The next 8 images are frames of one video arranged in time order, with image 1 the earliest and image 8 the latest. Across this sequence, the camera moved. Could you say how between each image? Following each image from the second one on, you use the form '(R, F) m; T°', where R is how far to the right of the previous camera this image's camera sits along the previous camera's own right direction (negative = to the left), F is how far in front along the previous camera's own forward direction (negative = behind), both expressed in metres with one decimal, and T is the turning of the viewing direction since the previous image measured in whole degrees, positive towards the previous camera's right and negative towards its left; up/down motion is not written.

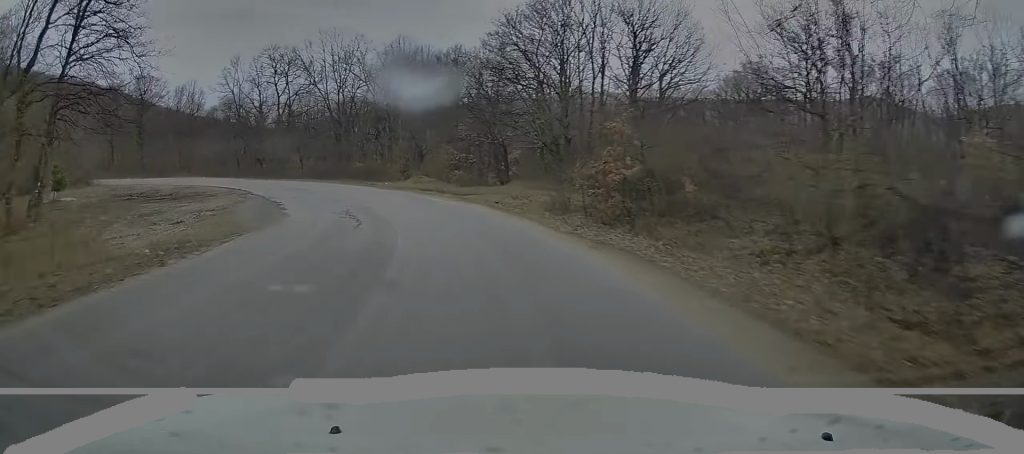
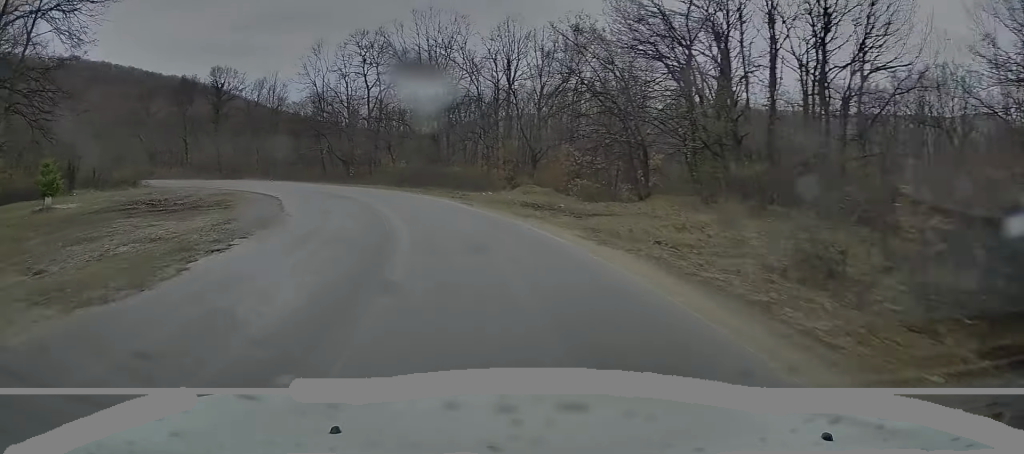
(-1.3, +12.1) m; -11°
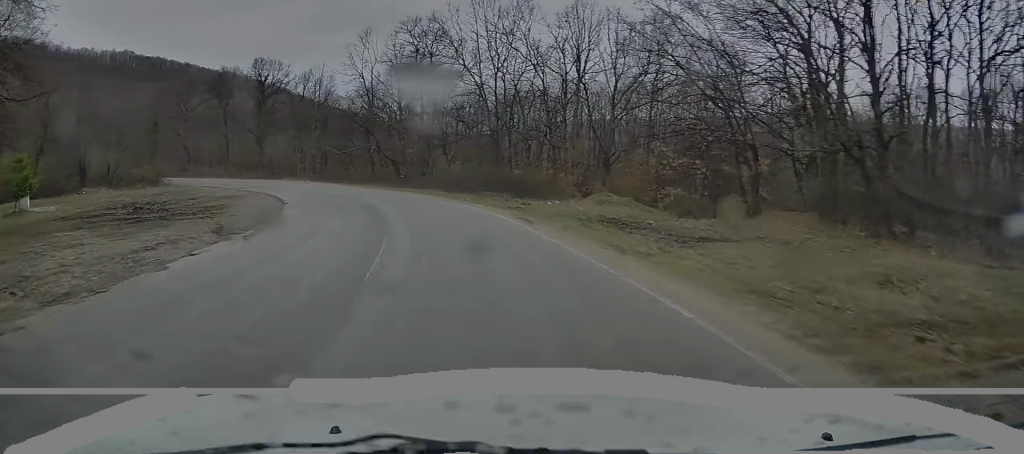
(-0.4, +6.9) m; -5°
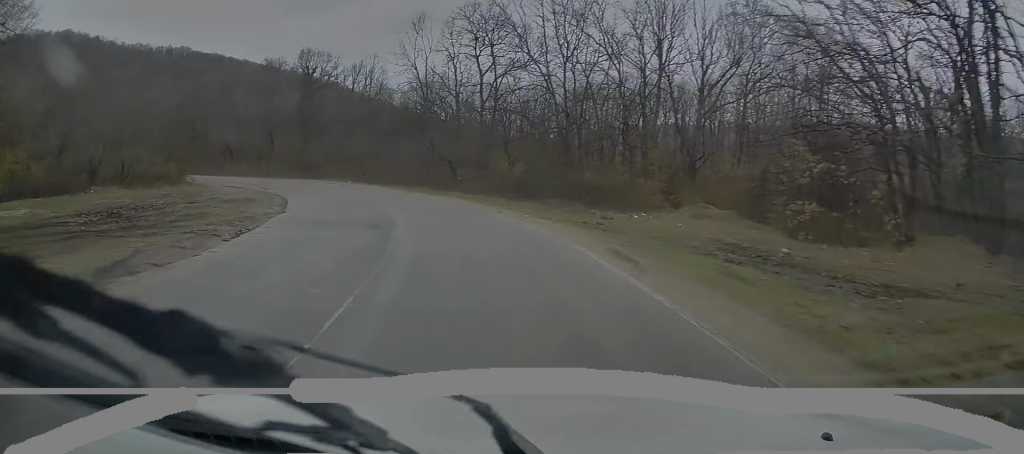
(+0.1, +6.7) m; -5°
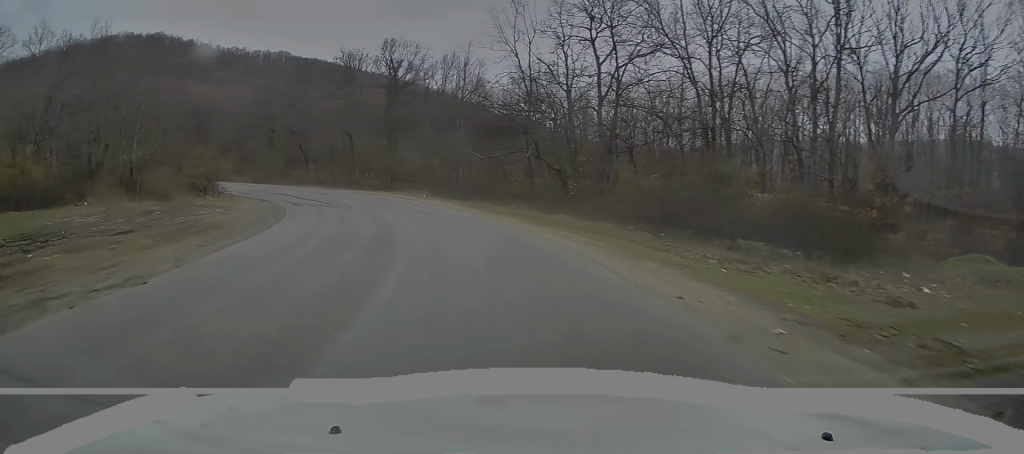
(-1.1, +11.6) m; -11°
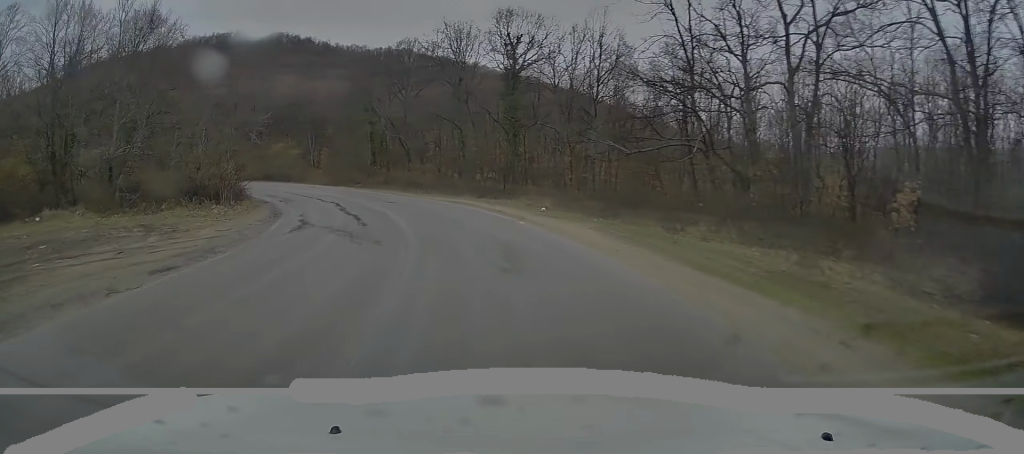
(-1.4, +12.5) m; -12°
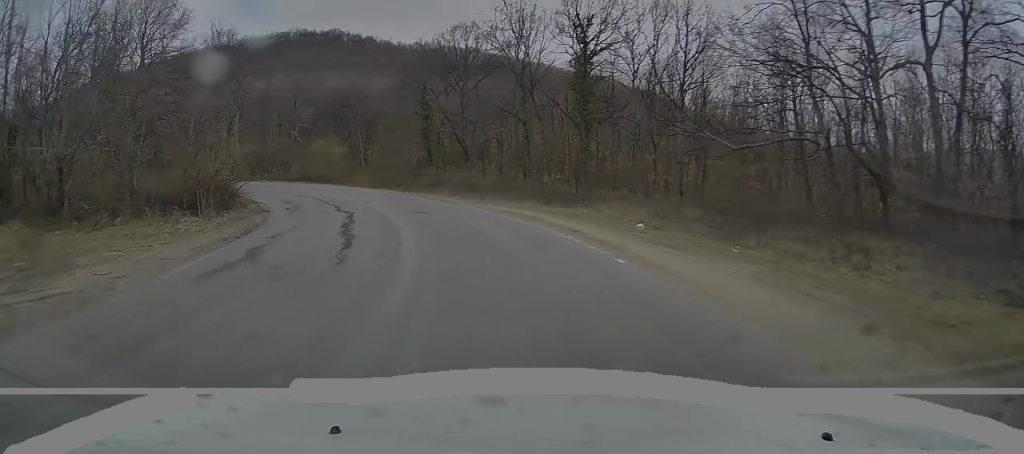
(-0.6, +6.8) m; -6°
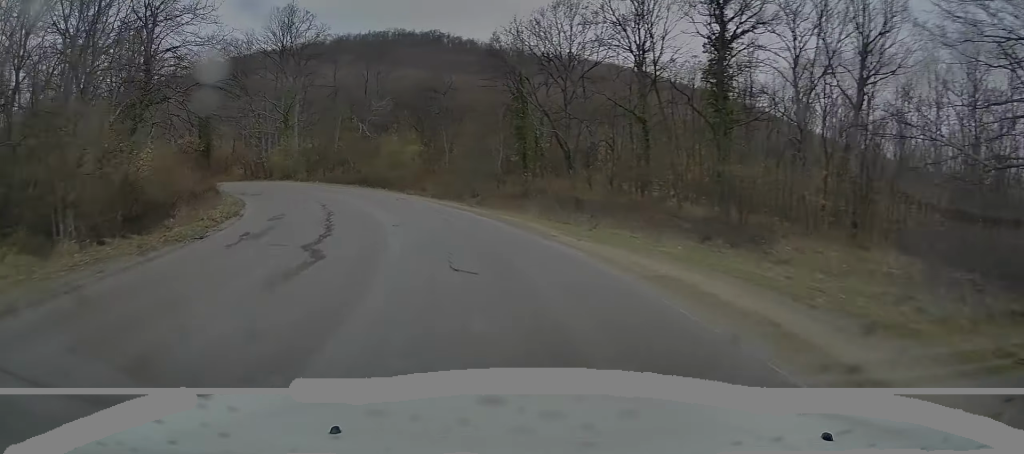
(-0.8, +10.5) m; -11°
